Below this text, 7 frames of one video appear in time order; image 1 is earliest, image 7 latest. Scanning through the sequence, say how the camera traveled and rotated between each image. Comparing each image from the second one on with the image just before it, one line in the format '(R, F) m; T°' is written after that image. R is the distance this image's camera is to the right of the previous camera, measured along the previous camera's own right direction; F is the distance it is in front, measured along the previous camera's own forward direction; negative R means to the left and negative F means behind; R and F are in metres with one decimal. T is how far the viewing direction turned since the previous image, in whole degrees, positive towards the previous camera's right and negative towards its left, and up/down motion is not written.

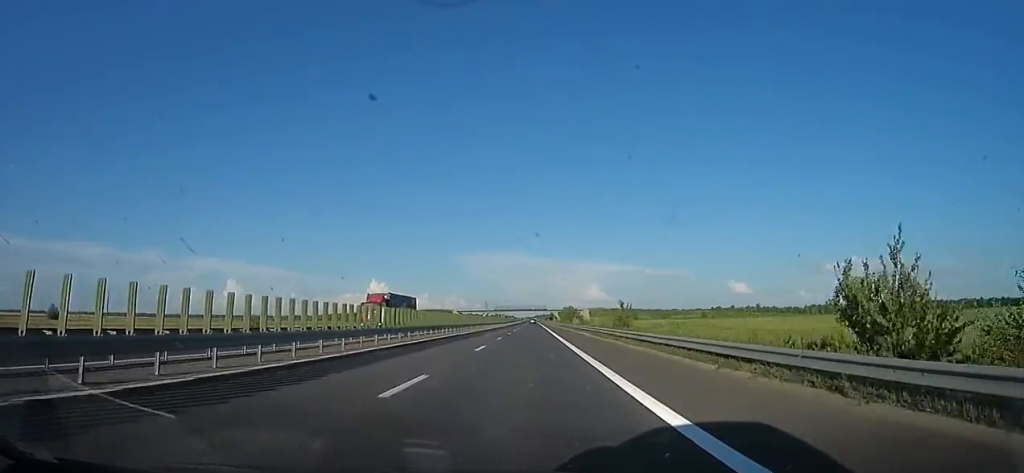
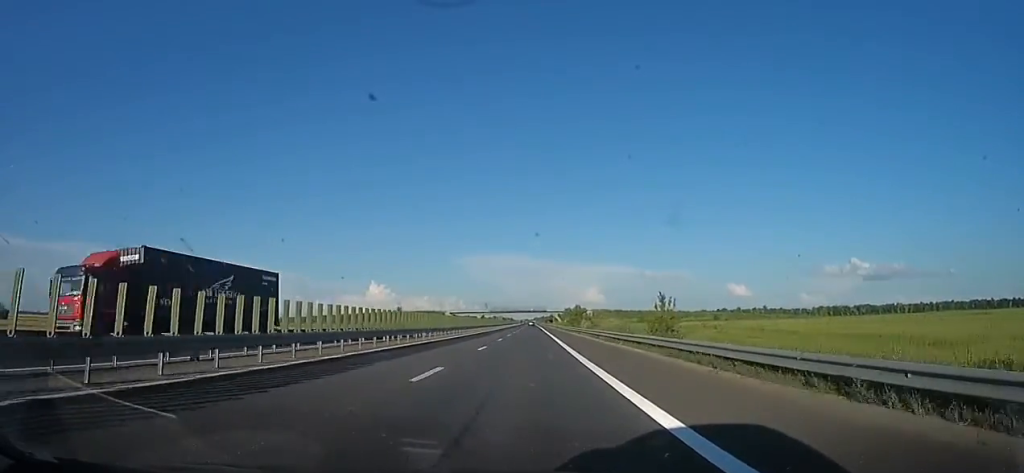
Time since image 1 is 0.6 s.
(0.0, +21.7) m; 0°
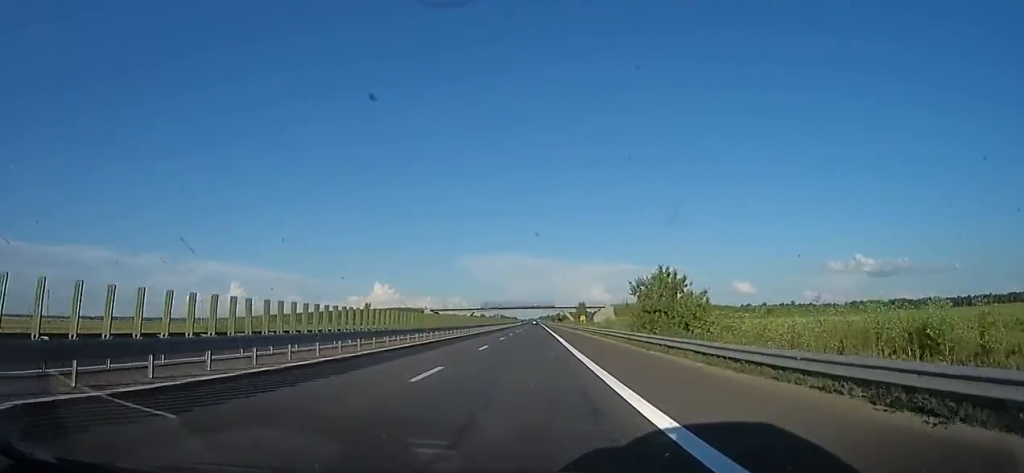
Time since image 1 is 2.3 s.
(0.0, +60.0) m; 0°
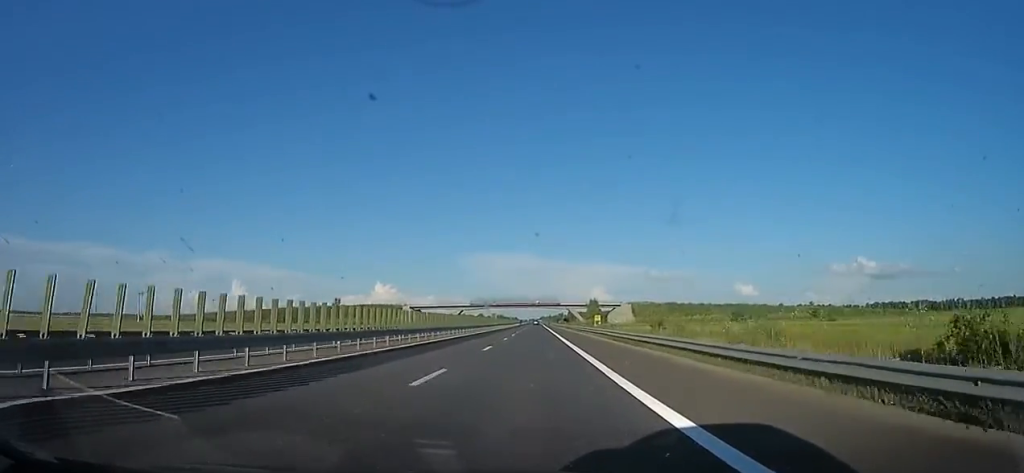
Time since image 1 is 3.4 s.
(0.0, +36.6) m; 0°
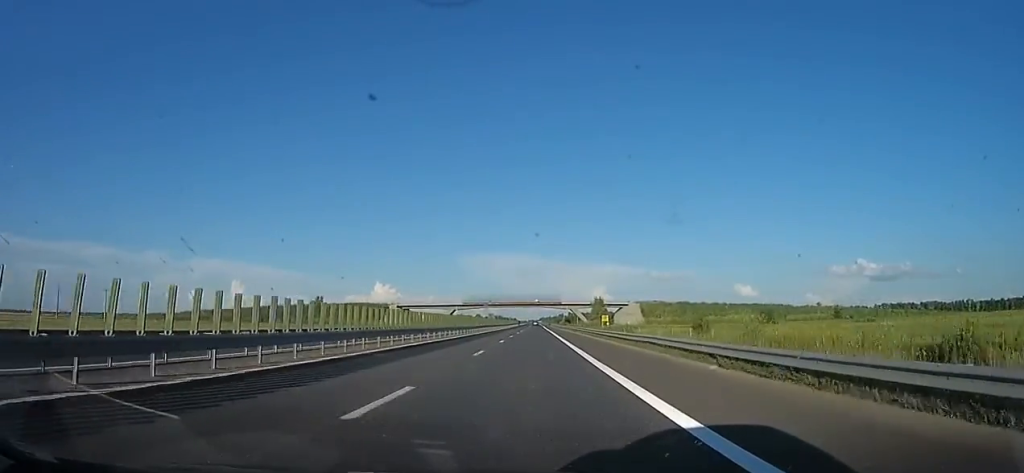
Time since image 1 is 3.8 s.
(0.0, +15.3) m; 0°
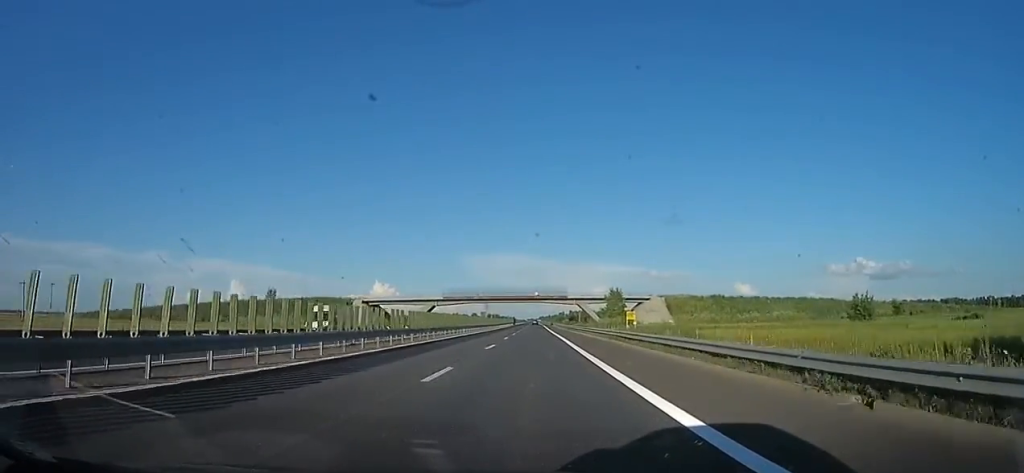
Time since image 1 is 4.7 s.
(0.0, +31.9) m; 0°
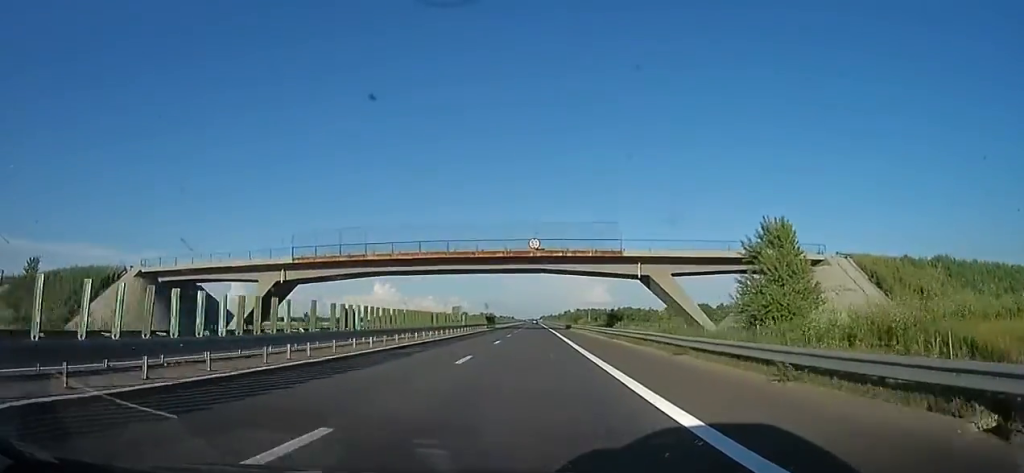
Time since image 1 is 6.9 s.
(0.0, +79.2) m; 0°
